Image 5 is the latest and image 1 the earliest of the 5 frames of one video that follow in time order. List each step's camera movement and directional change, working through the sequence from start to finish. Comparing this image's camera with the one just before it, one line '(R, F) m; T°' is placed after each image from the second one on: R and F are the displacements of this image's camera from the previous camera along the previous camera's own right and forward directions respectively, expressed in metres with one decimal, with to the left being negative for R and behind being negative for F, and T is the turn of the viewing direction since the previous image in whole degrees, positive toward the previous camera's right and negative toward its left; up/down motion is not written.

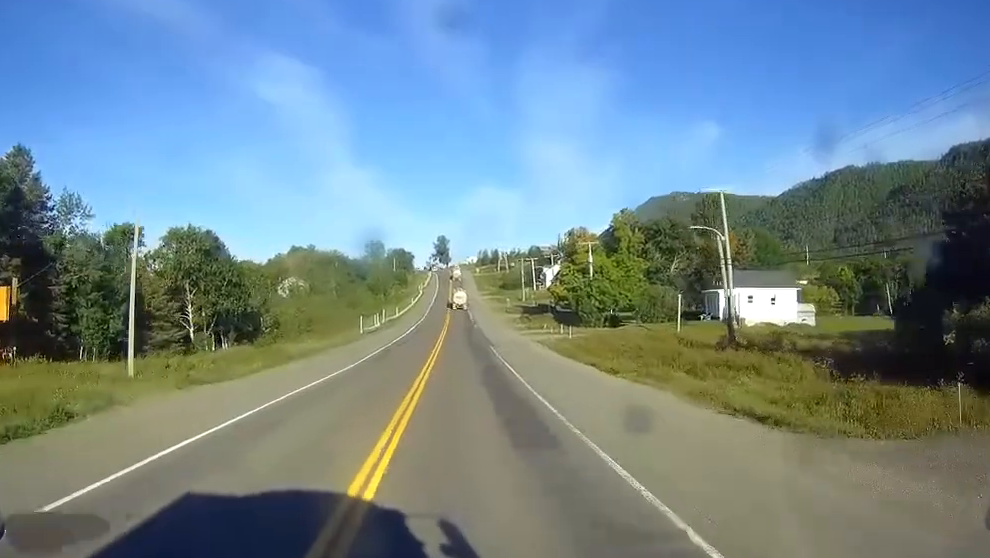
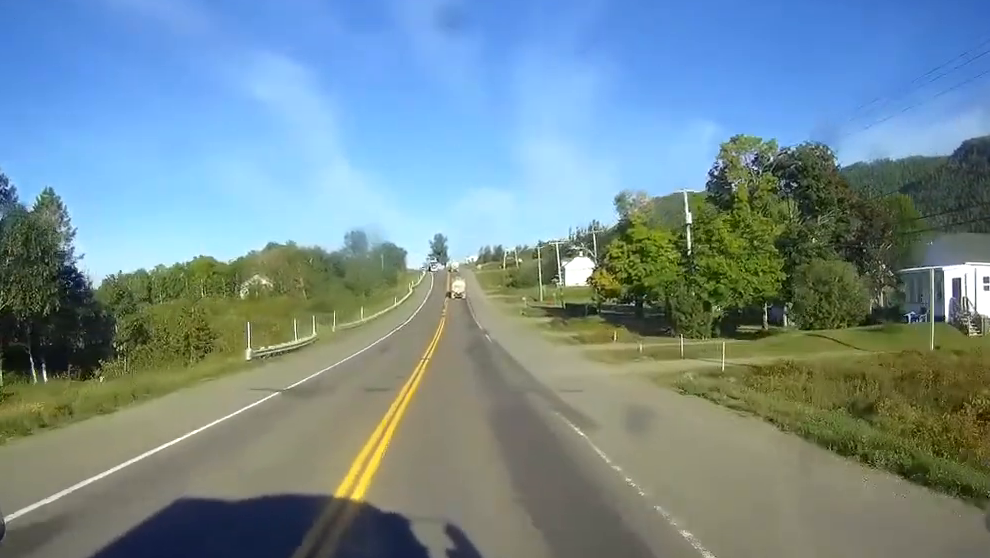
(+0.2, +45.6) m; 0°
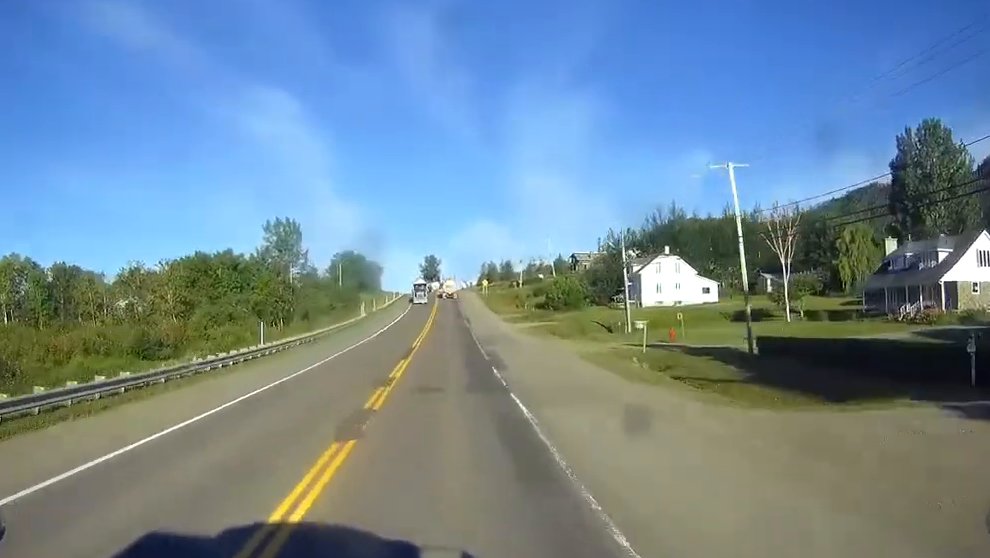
(+0.5, +86.0) m; 0°
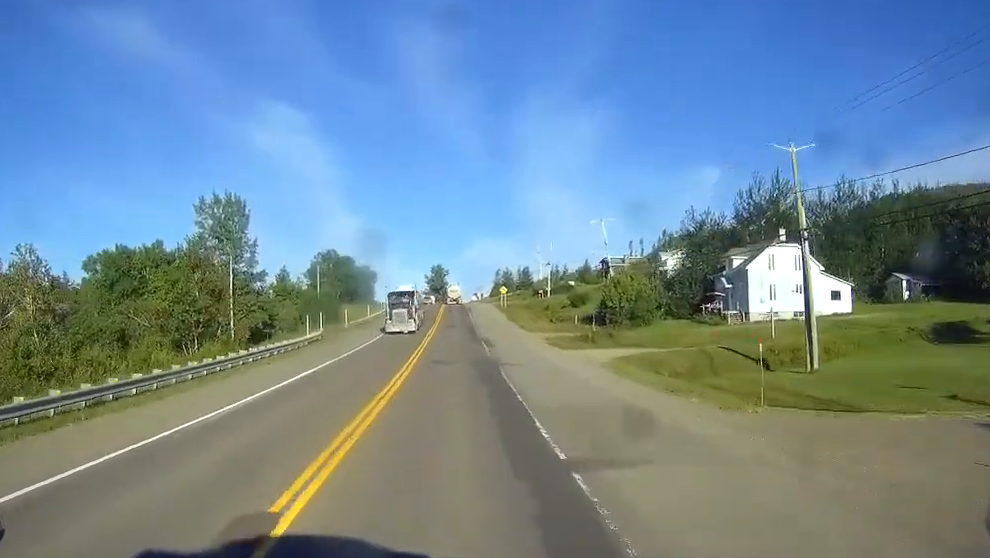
(-0.1, +39.1) m; 0°
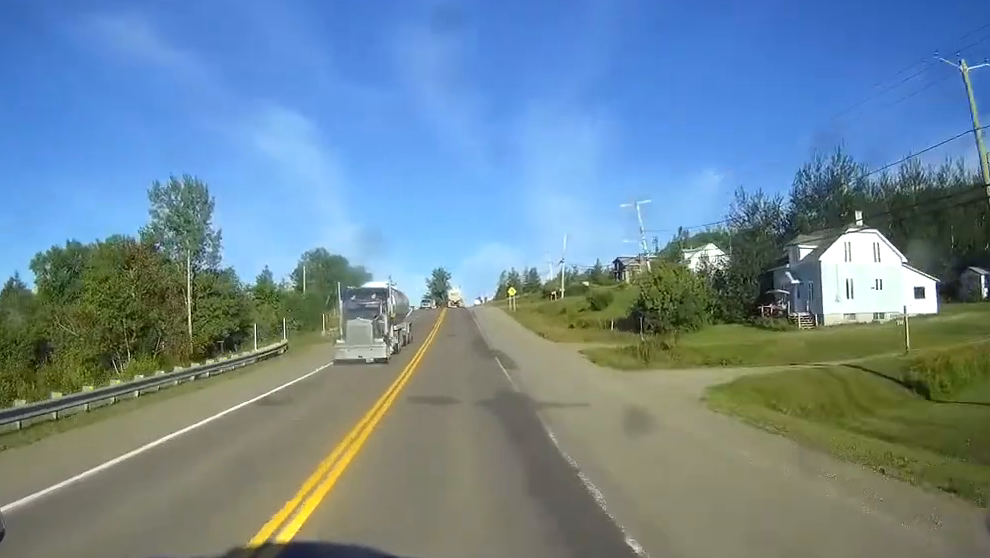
(0.0, +15.3) m; 0°
